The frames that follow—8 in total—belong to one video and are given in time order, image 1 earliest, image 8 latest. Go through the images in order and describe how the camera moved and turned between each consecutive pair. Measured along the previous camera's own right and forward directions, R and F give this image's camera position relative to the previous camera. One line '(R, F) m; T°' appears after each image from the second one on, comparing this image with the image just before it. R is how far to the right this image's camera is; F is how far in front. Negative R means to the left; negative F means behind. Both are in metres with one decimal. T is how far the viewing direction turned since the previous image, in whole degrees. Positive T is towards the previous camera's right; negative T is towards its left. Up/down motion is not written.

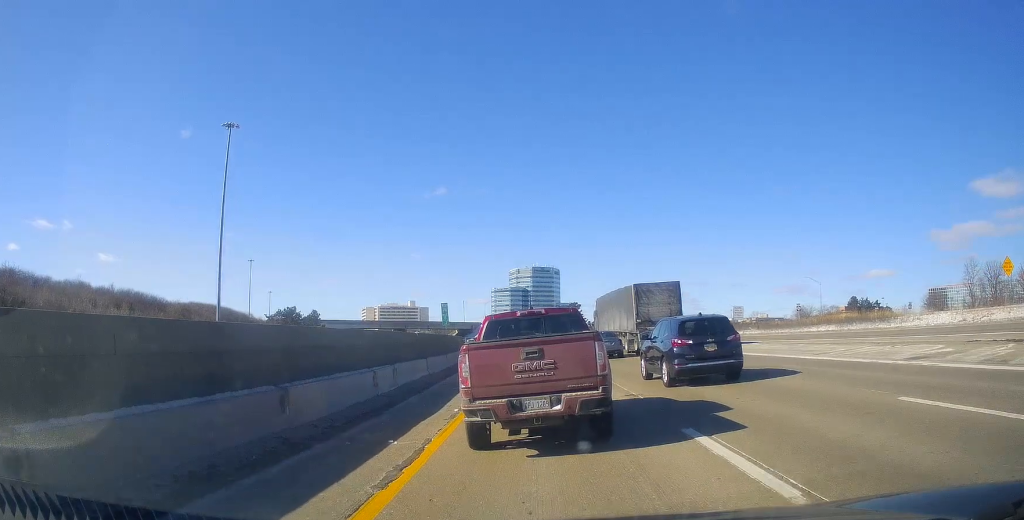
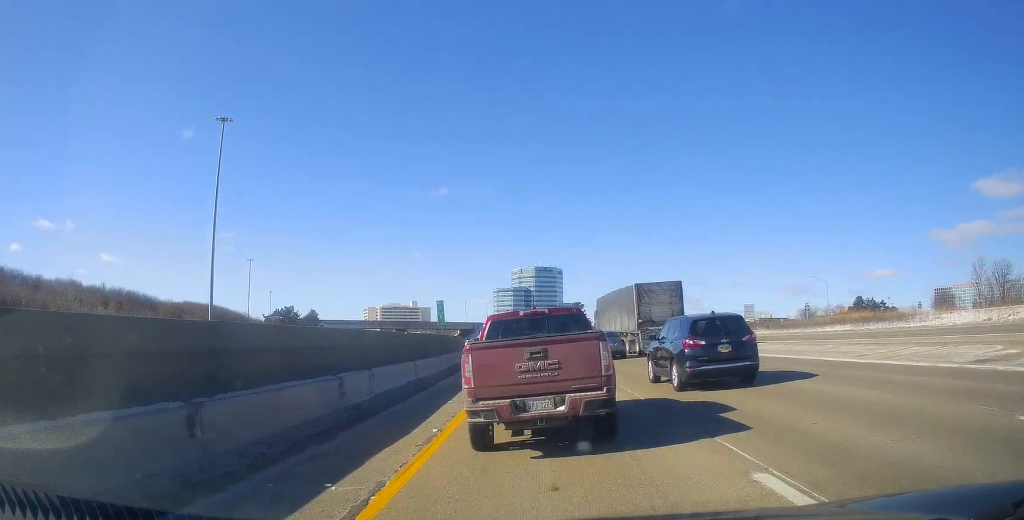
(+0.2, +2.7) m; 0°
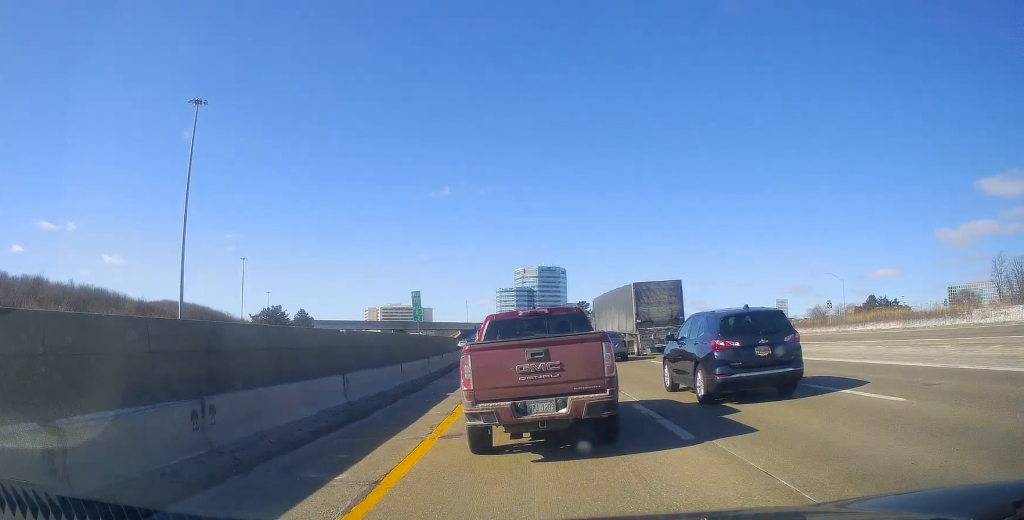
(-0.2, +7.9) m; +1°
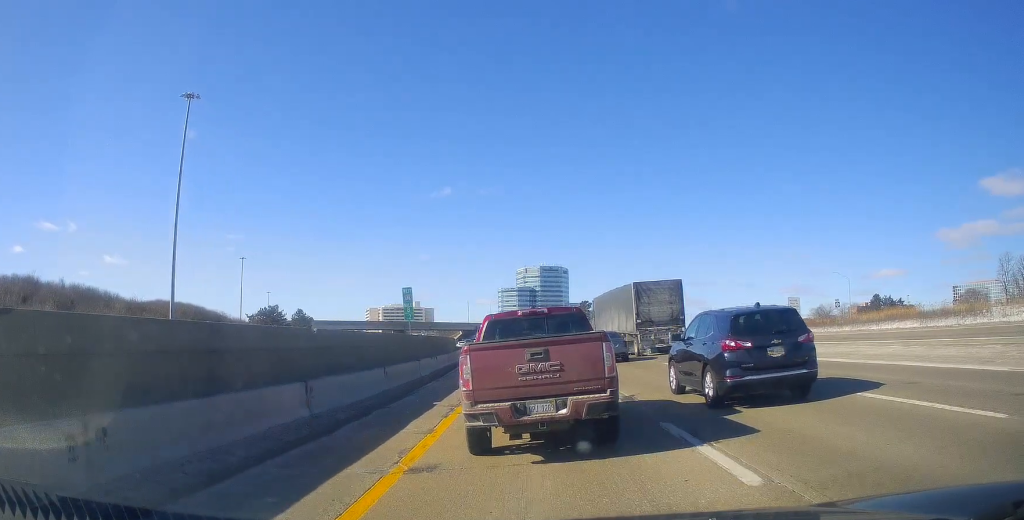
(+0.1, +2.3) m; +2°
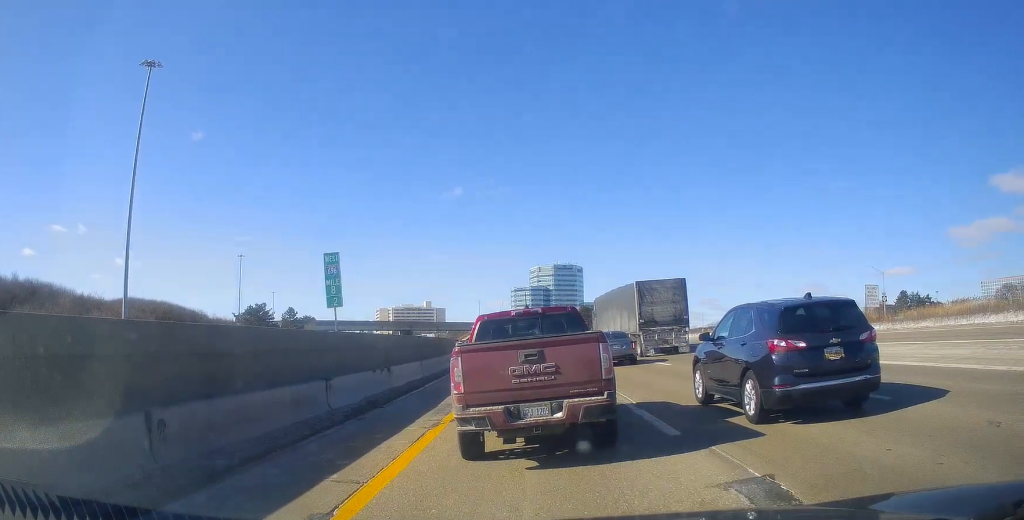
(0.0, +11.4) m; -5°
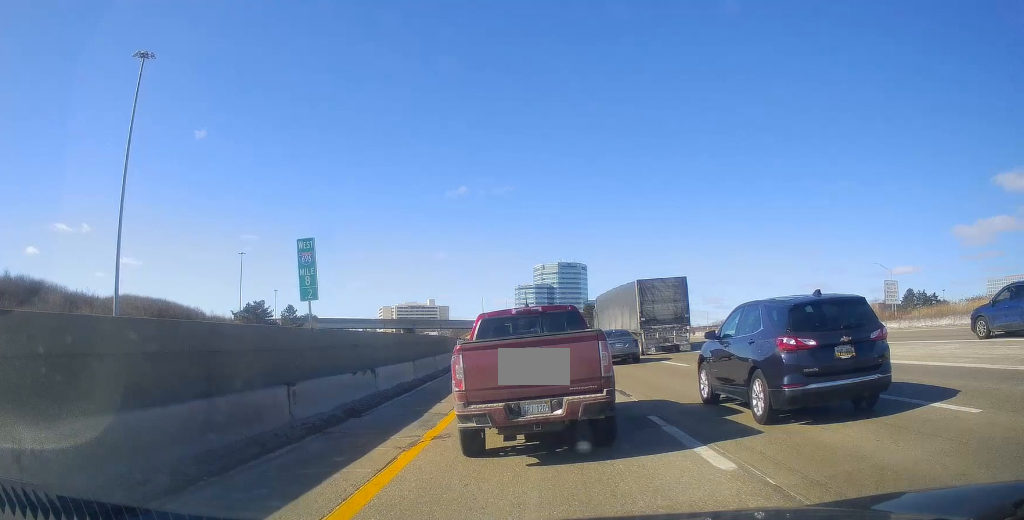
(0.0, +2.1) m; -1°
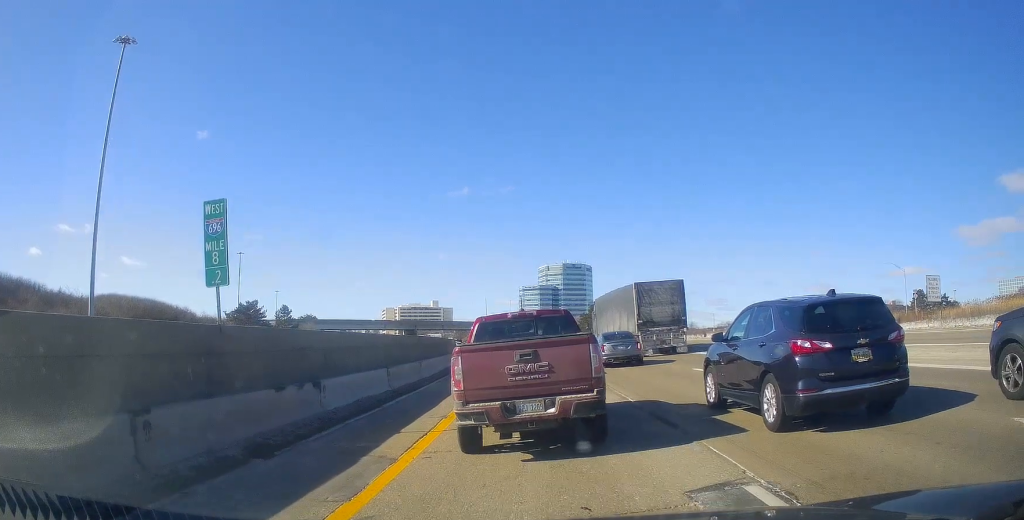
(-0.1, +4.8) m; -1°
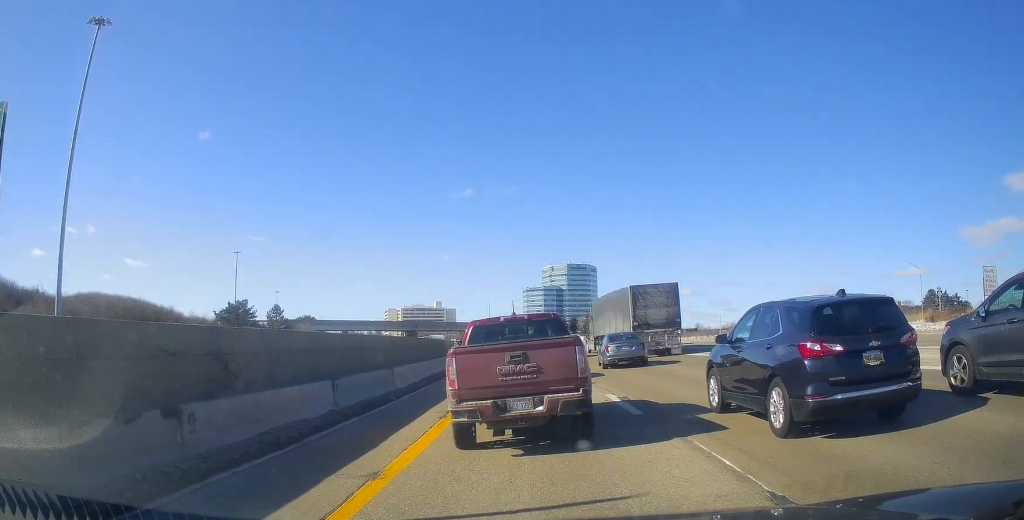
(0.0, +5.9) m; +1°
